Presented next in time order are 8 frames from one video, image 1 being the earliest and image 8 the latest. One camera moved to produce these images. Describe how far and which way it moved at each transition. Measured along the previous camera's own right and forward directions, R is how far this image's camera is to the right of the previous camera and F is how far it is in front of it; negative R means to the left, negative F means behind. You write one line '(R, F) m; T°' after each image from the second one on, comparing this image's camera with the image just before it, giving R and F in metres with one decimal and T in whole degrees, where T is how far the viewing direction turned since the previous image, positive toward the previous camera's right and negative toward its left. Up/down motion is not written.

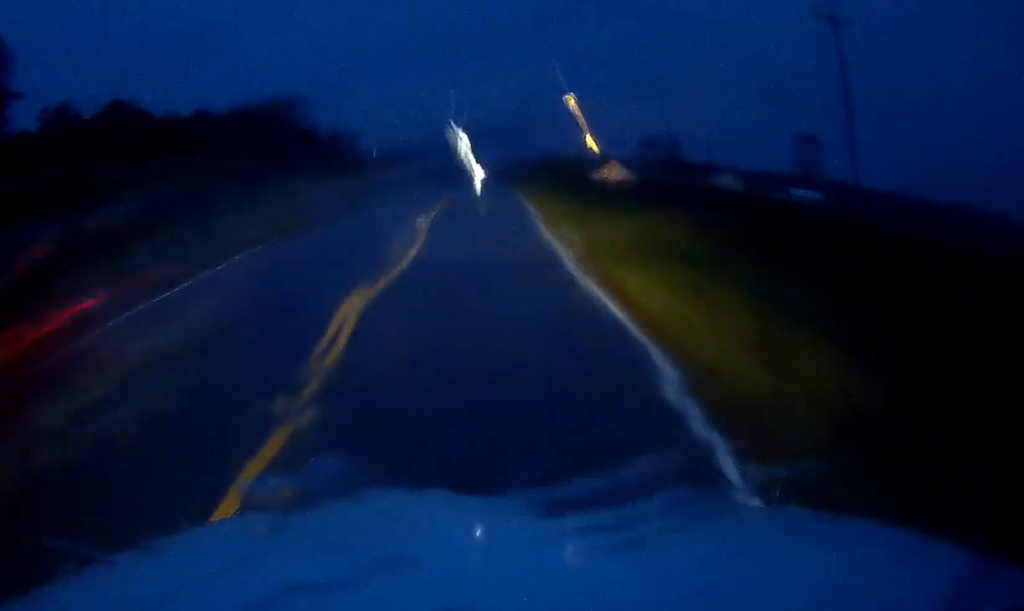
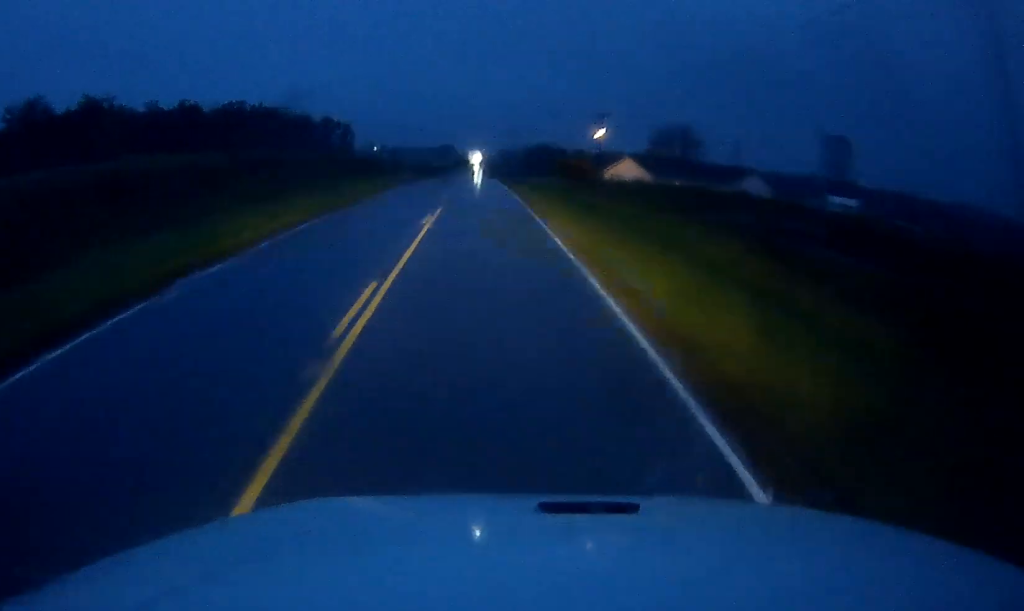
(+0.1, +12.1) m; 0°
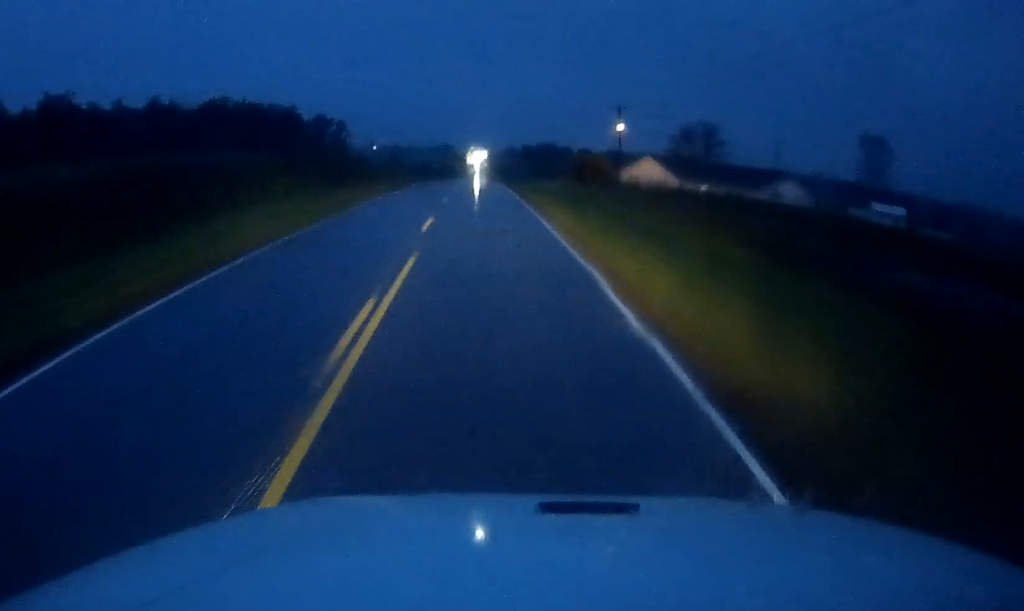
(0.0, +13.5) m; 0°
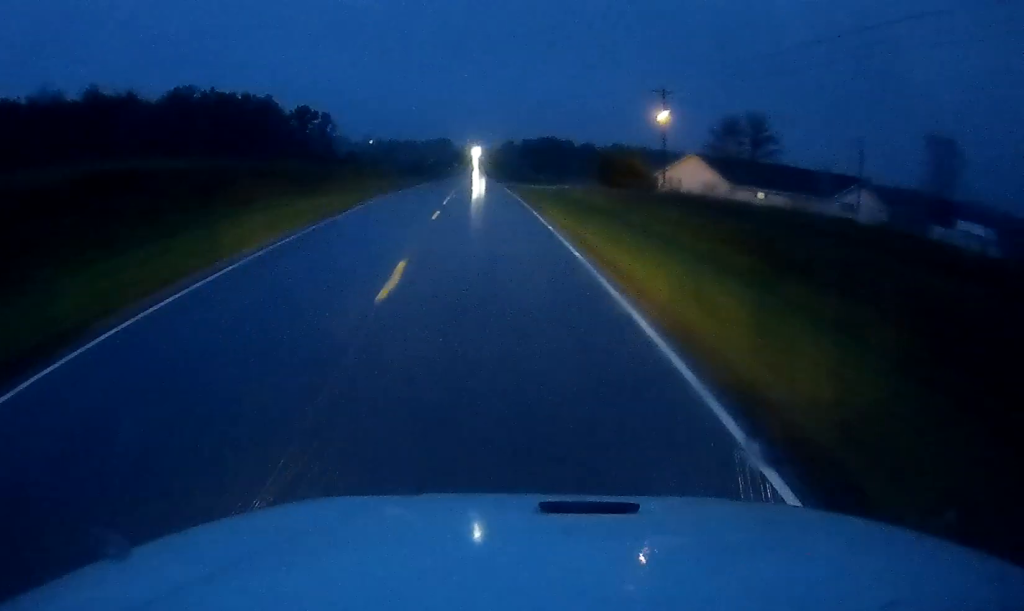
(-0.2, +20.9) m; 0°
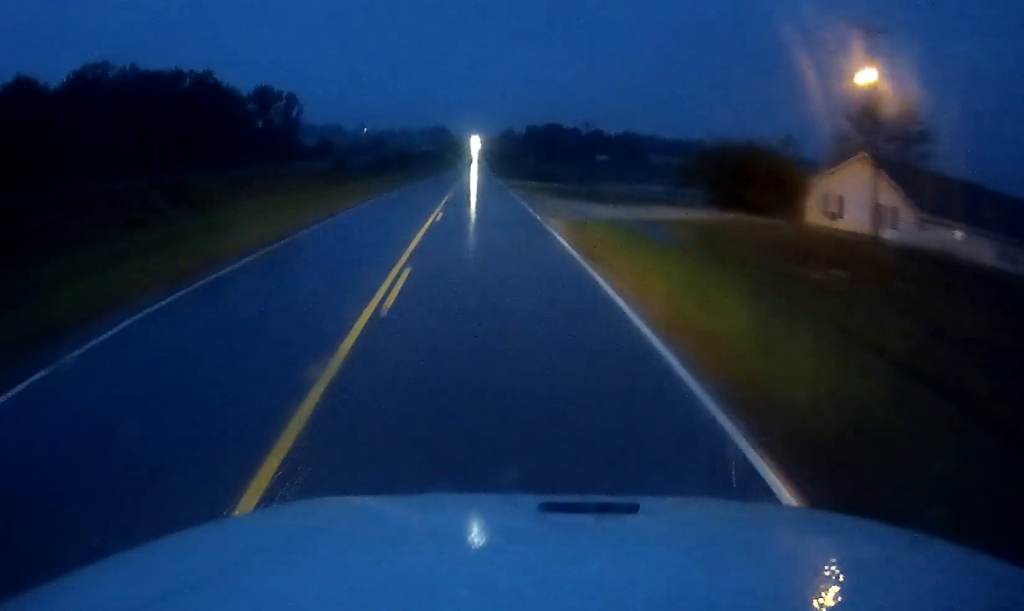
(-0.2, +37.4) m; 0°
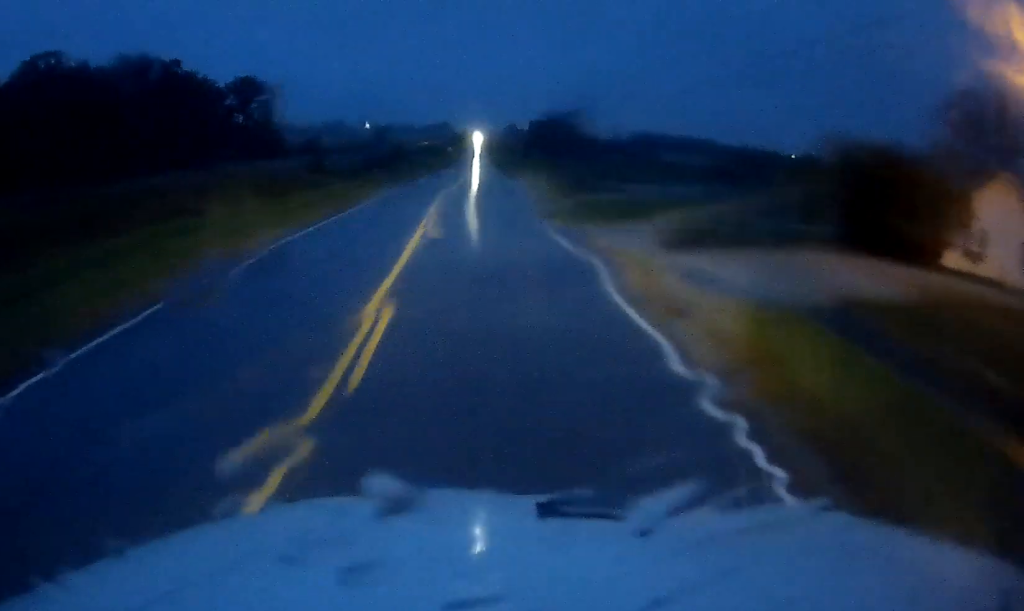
(+0.2, +15.0) m; +1°
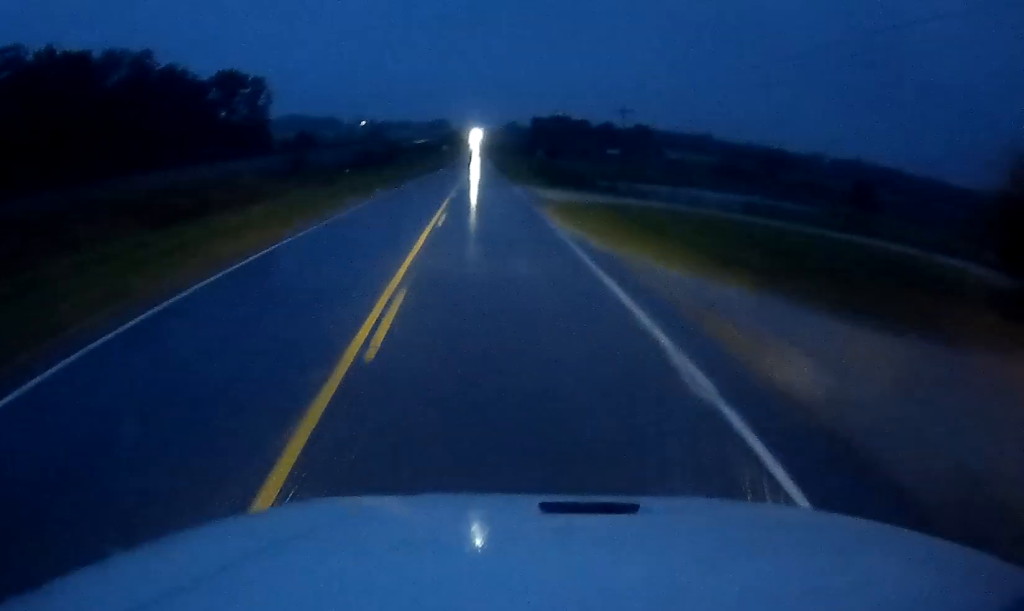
(+0.1, +11.3) m; 0°
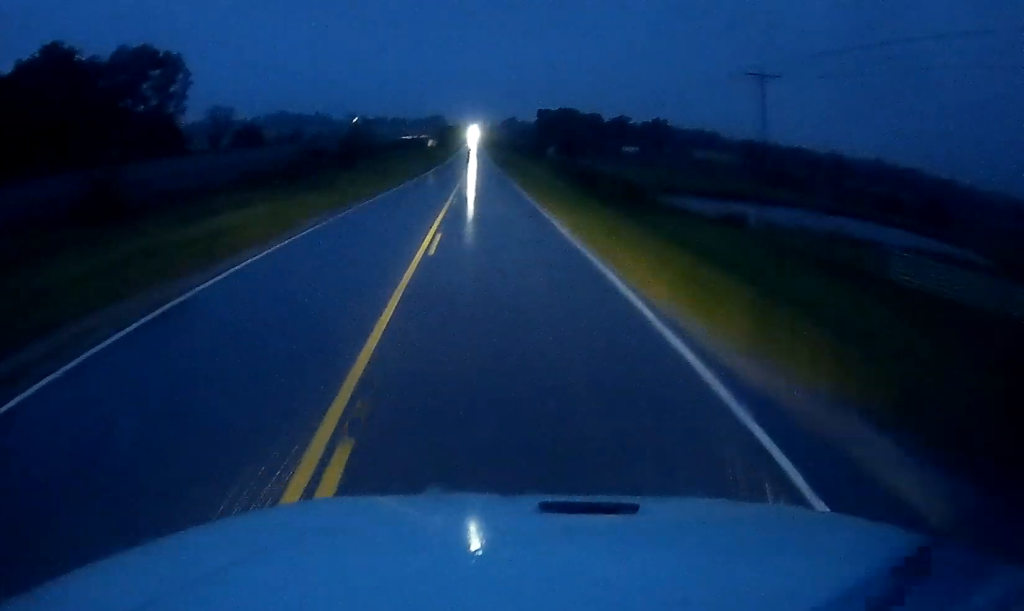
(-0.3, +41.7) m; -1°
